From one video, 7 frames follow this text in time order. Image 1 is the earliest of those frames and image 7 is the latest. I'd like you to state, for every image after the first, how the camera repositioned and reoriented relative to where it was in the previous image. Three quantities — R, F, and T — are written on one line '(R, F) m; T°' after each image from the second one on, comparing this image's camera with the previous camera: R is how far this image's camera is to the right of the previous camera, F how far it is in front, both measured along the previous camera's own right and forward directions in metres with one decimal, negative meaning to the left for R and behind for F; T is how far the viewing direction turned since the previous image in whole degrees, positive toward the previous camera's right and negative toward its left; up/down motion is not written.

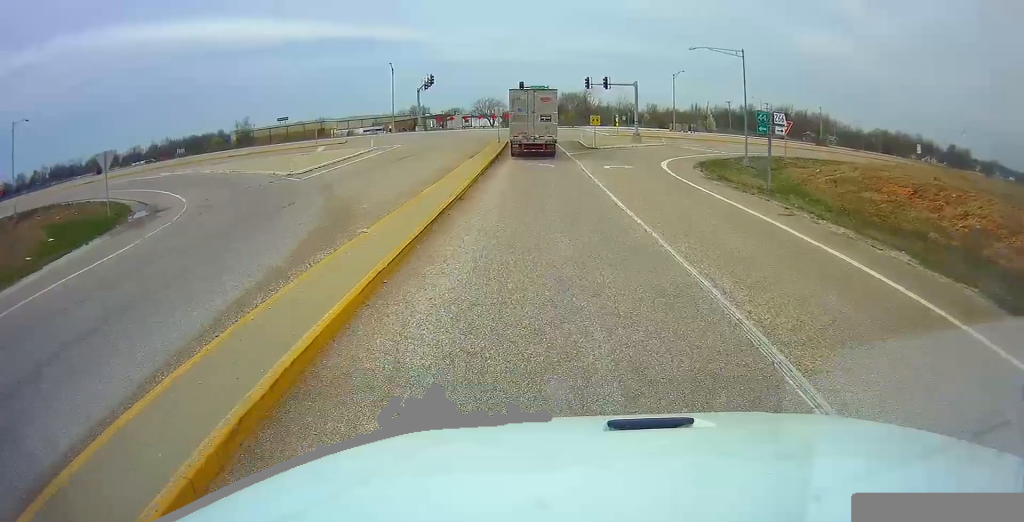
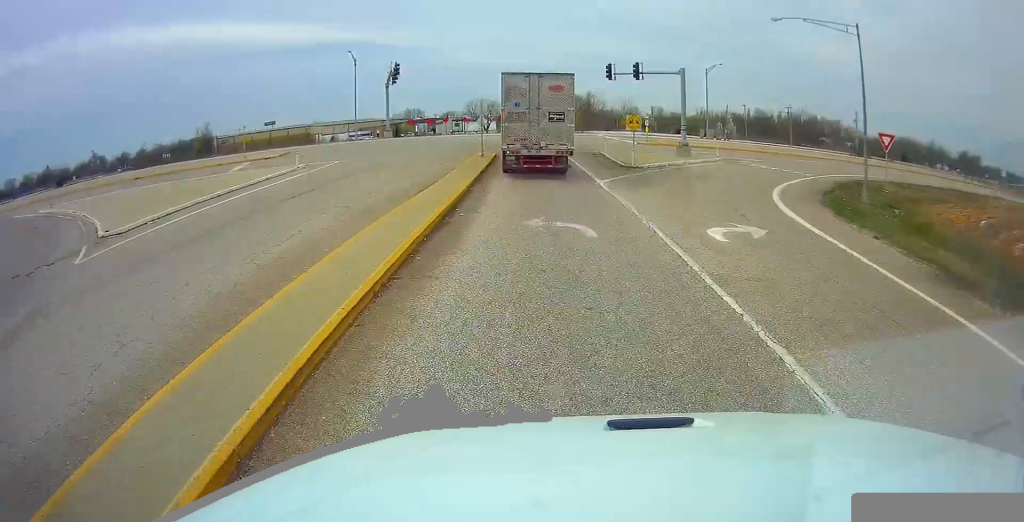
(-0.4, +13.8) m; -2°
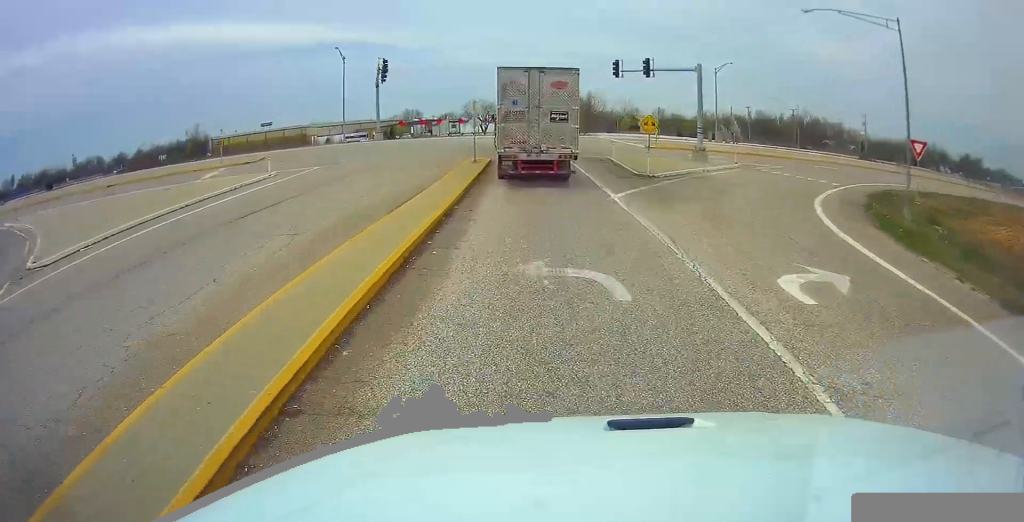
(-0.2, +3.0) m; +2°
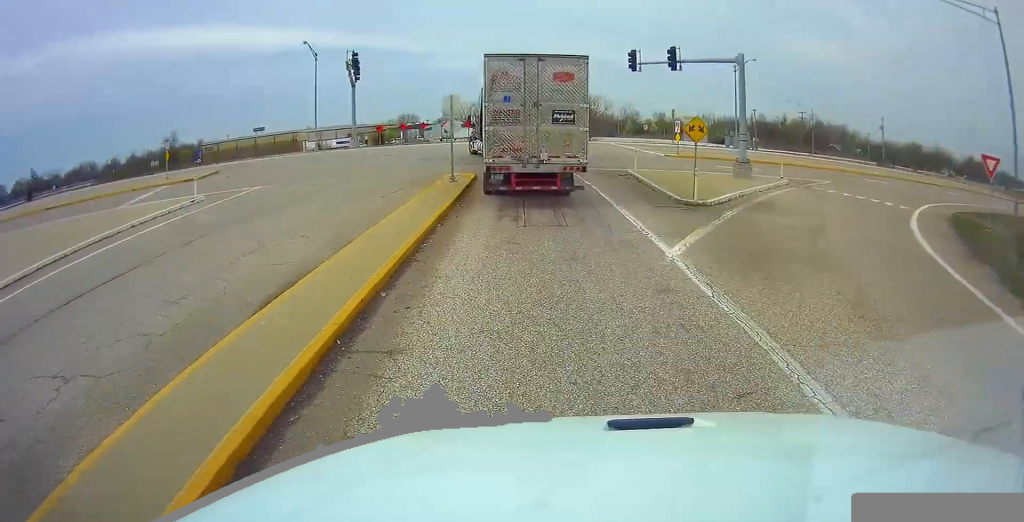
(+0.5, +5.5) m; 0°
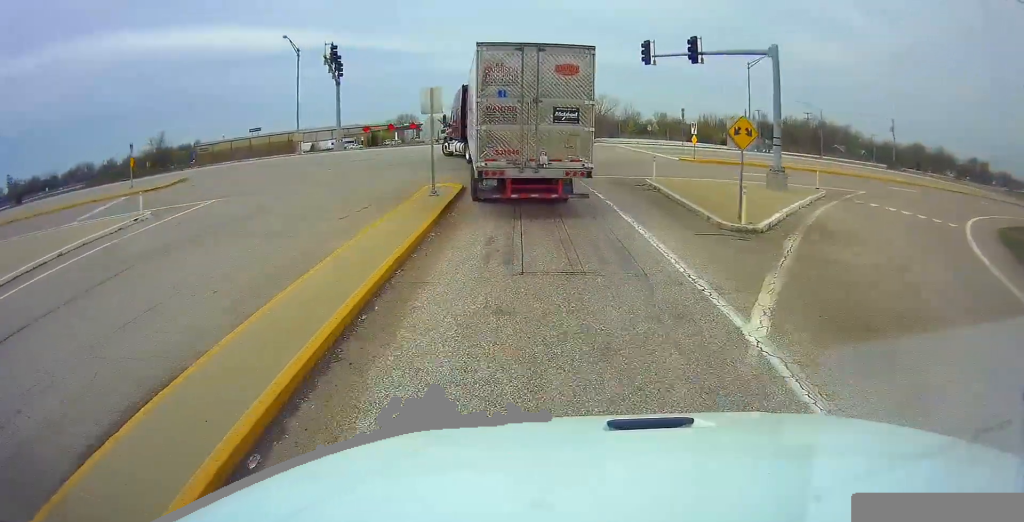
(0.0, +3.0) m; -1°
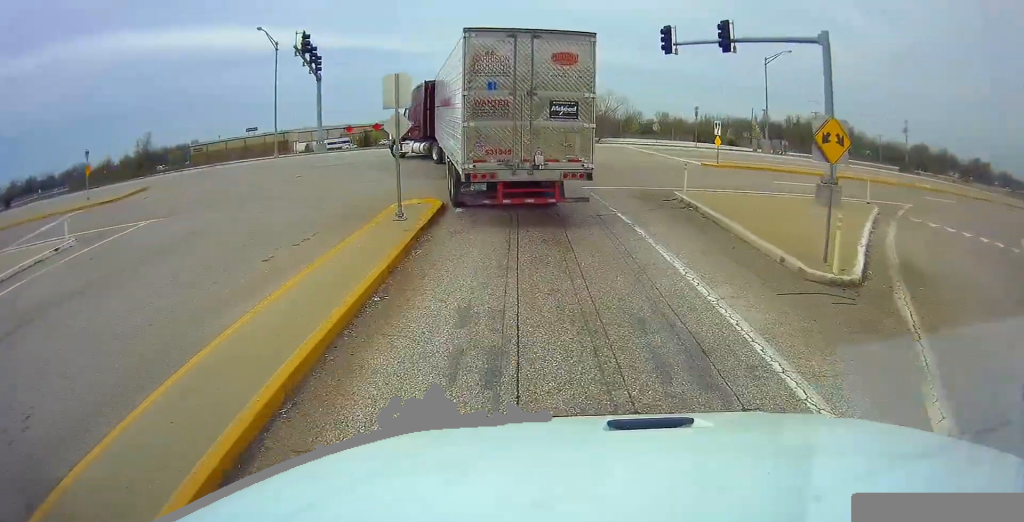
(-0.6, +3.4) m; -2°
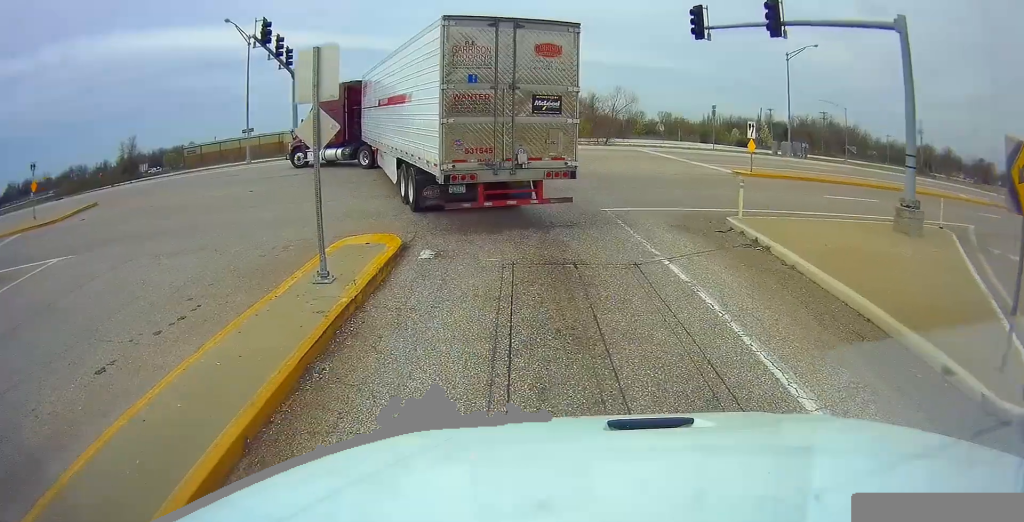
(+0.7, +4.1) m; 0°
